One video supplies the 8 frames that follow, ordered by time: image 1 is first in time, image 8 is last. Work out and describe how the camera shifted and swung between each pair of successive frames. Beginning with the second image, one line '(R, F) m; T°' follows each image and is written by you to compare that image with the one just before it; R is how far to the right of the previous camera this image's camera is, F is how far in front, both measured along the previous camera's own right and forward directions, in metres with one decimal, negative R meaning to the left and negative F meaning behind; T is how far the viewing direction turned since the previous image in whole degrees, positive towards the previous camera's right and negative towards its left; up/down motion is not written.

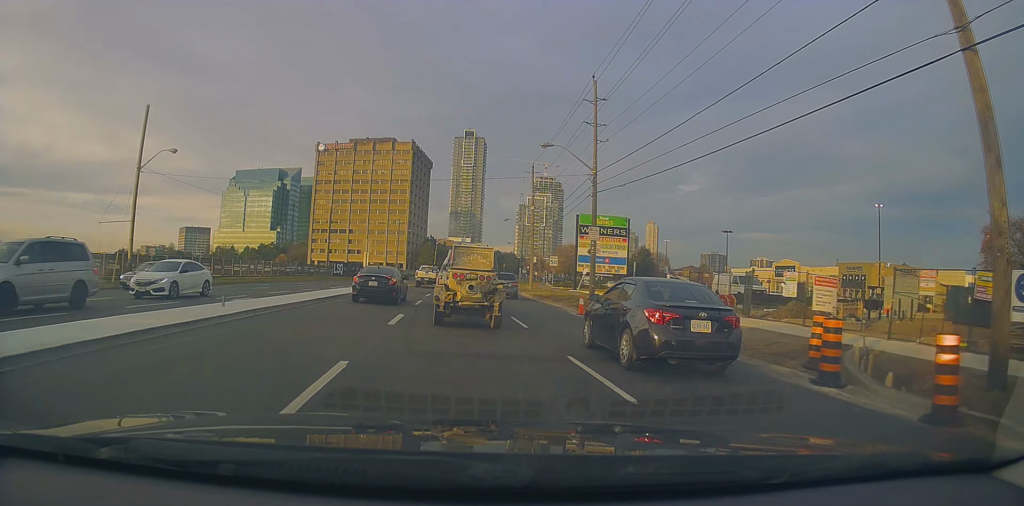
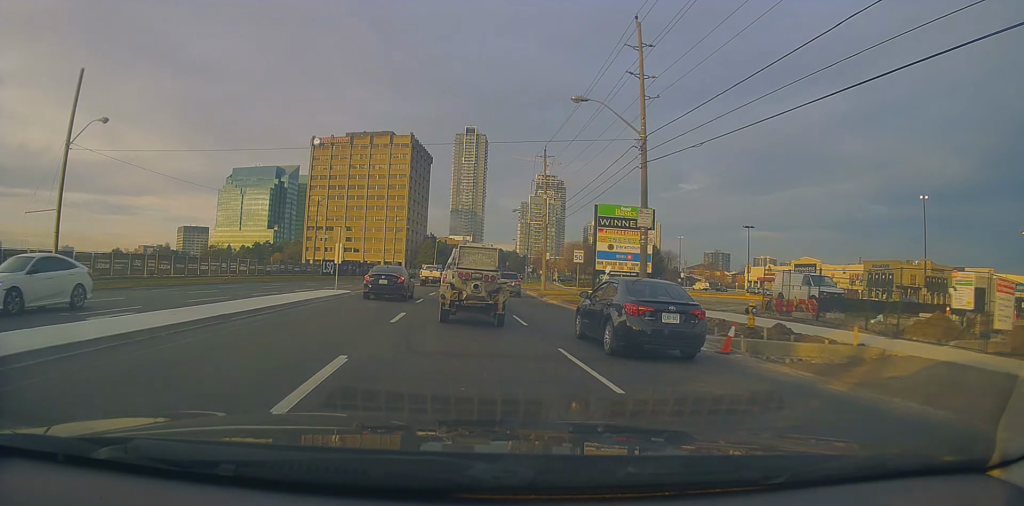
(+0.2, +8.4) m; 0°
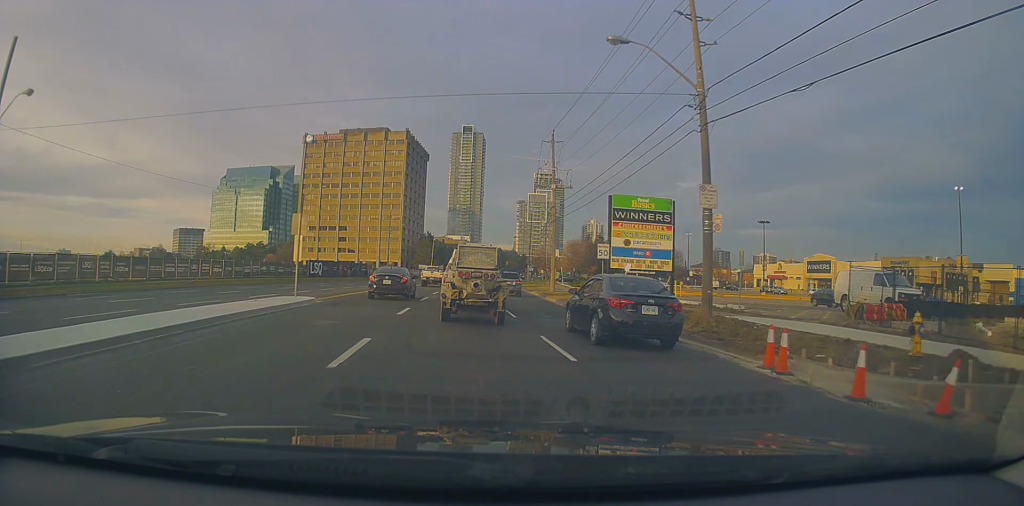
(-0.2, +6.1) m; -1°
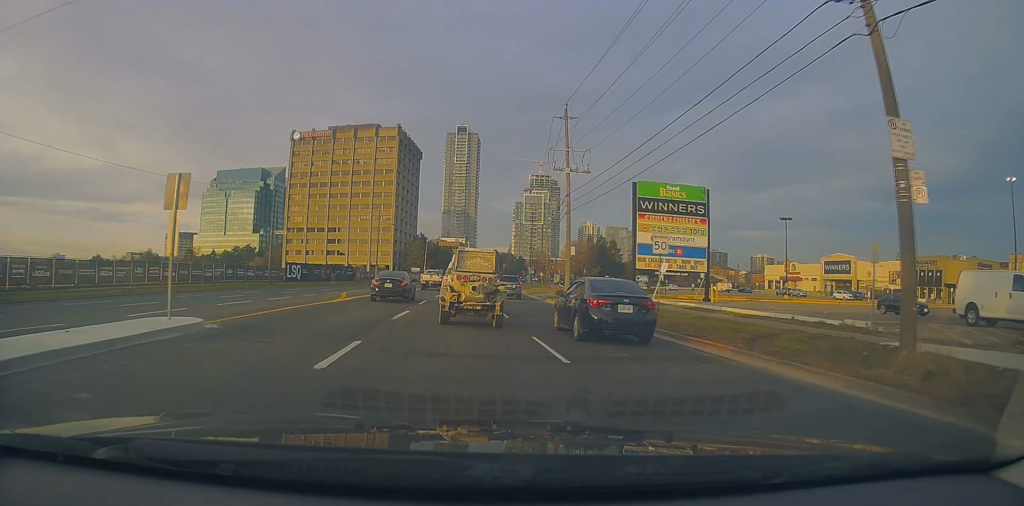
(-0.1, +9.2) m; -1°
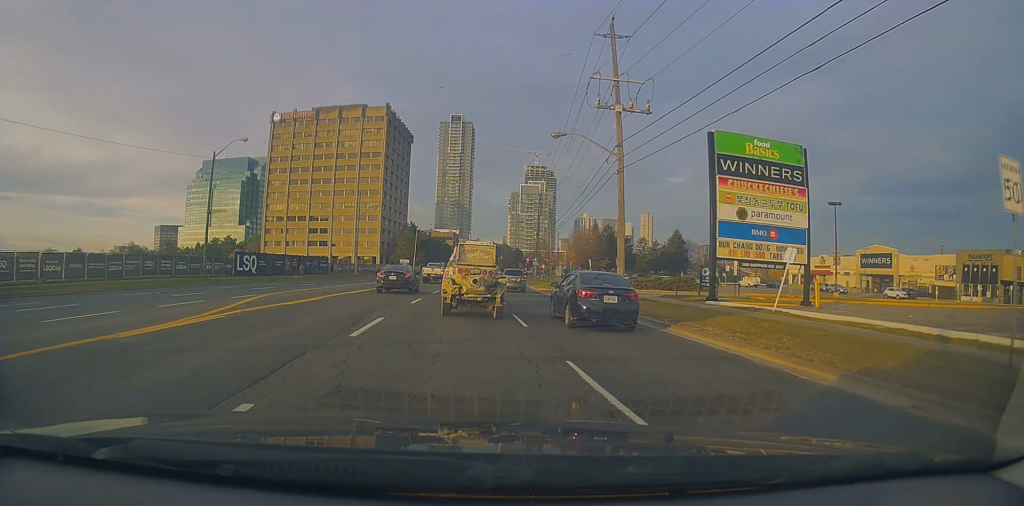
(-0.1, +14.7) m; 0°
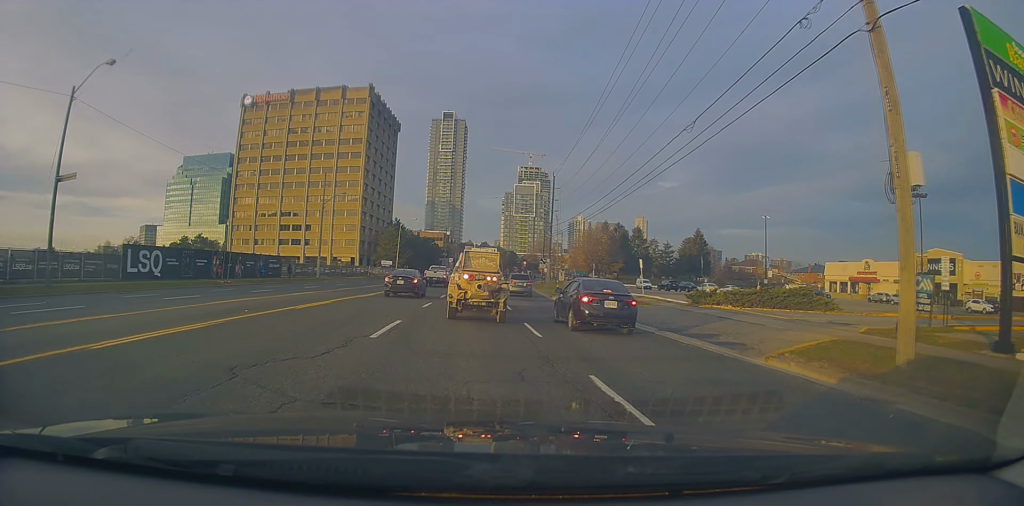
(+0.4, +18.7) m; +3°
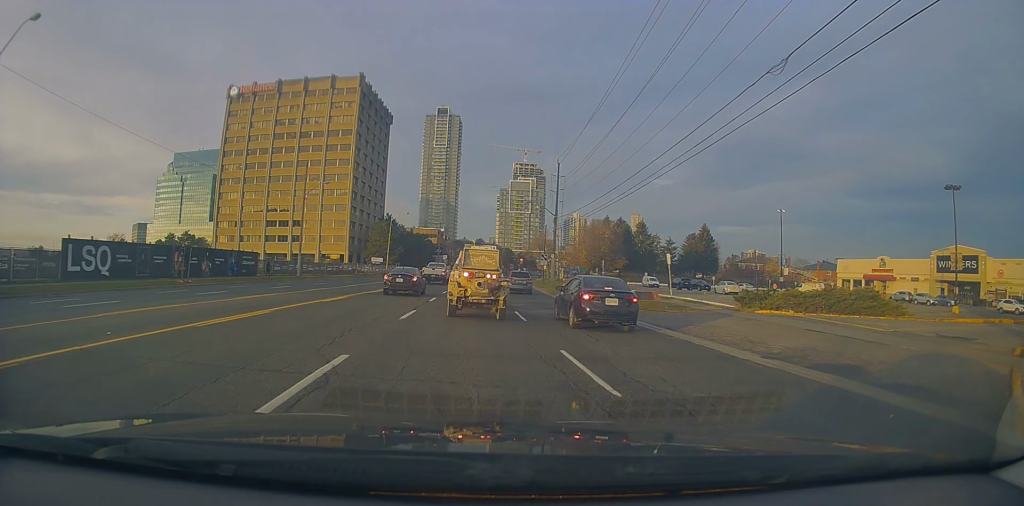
(+0.3, +6.7) m; +1°
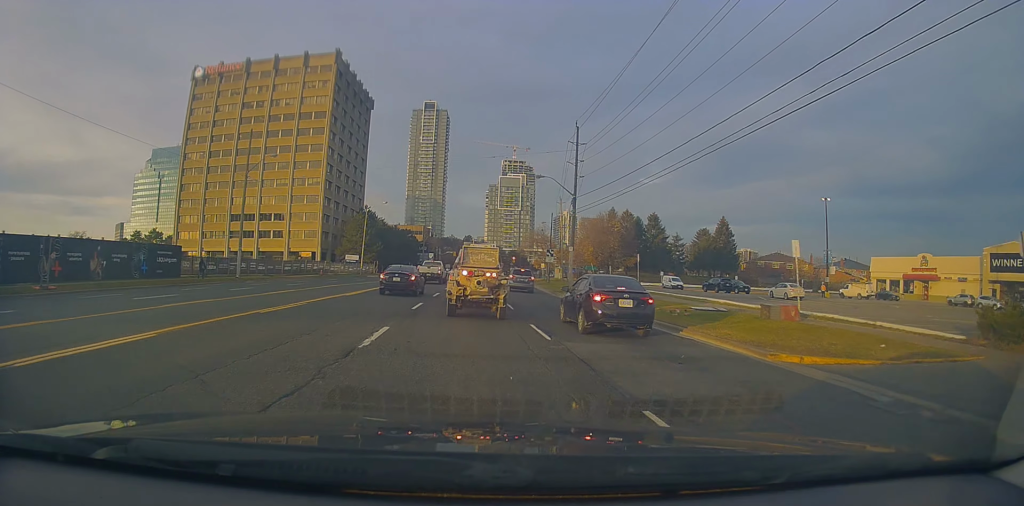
(-0.5, +14.7) m; 0°
